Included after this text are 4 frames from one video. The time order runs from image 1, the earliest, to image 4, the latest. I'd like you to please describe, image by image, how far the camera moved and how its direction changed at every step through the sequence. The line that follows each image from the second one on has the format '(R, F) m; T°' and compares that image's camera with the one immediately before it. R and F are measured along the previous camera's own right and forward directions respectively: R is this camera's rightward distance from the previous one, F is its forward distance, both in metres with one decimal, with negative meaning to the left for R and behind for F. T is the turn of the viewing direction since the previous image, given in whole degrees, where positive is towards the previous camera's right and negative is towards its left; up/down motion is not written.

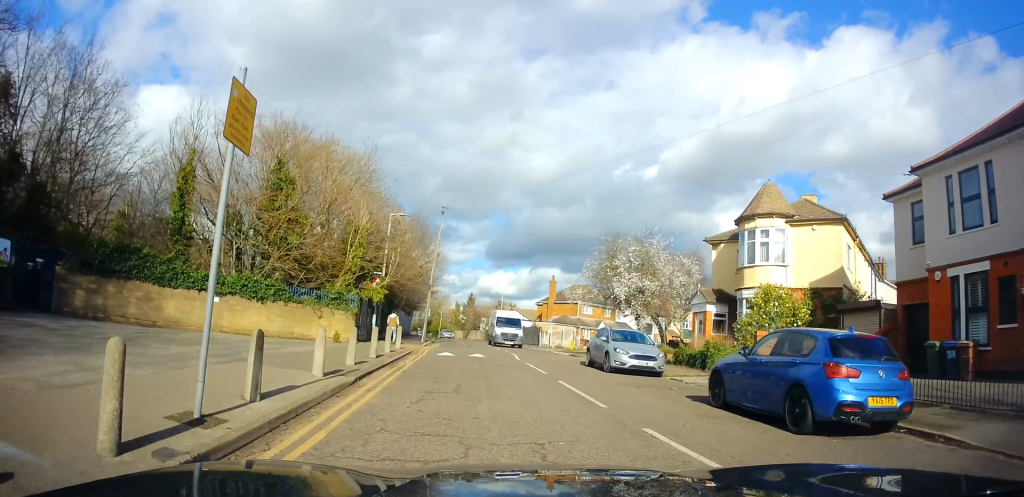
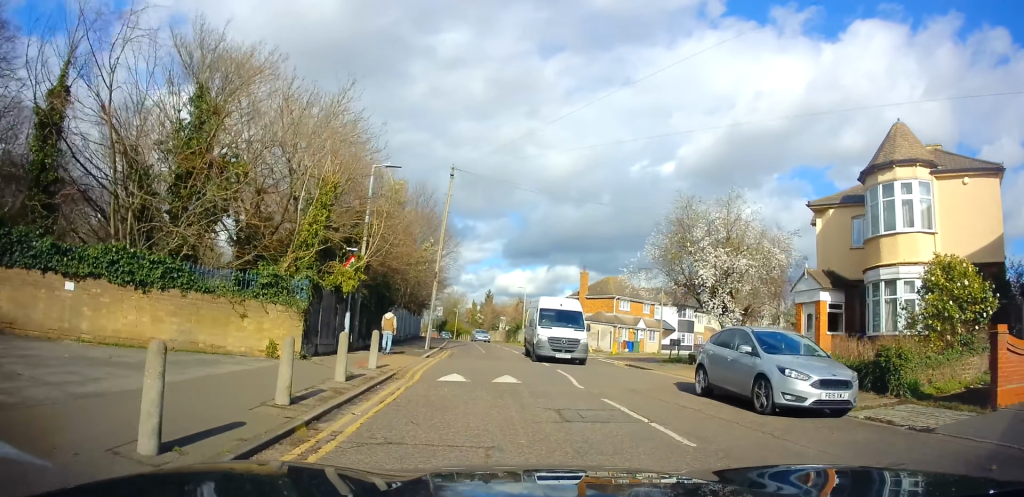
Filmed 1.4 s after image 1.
(0.0, +8.6) m; -1°
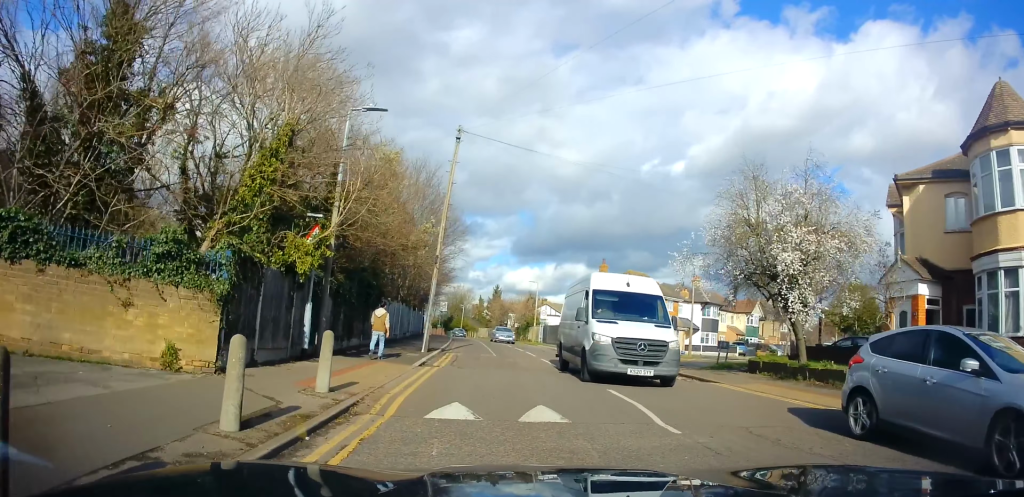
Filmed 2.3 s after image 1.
(-0.1, +4.9) m; +1°
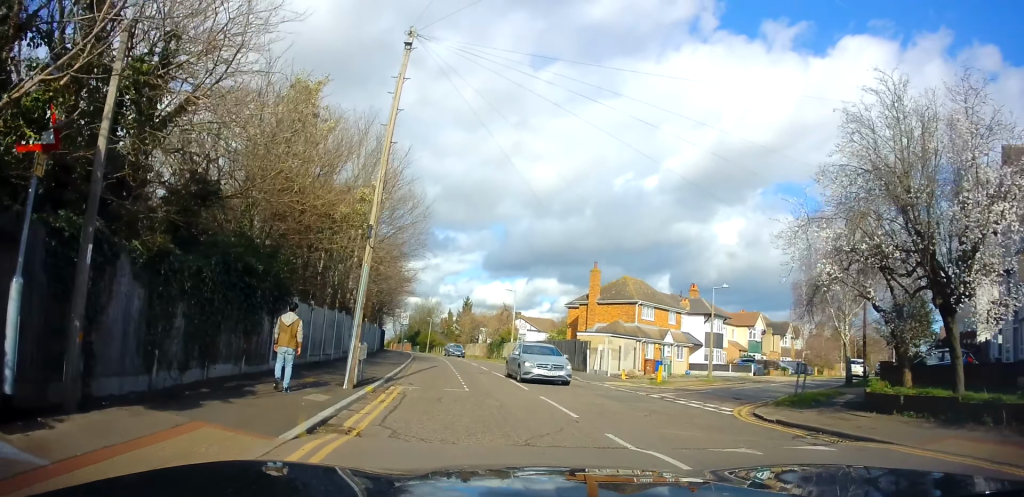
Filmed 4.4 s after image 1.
(+0.5, +8.4) m; +3°
